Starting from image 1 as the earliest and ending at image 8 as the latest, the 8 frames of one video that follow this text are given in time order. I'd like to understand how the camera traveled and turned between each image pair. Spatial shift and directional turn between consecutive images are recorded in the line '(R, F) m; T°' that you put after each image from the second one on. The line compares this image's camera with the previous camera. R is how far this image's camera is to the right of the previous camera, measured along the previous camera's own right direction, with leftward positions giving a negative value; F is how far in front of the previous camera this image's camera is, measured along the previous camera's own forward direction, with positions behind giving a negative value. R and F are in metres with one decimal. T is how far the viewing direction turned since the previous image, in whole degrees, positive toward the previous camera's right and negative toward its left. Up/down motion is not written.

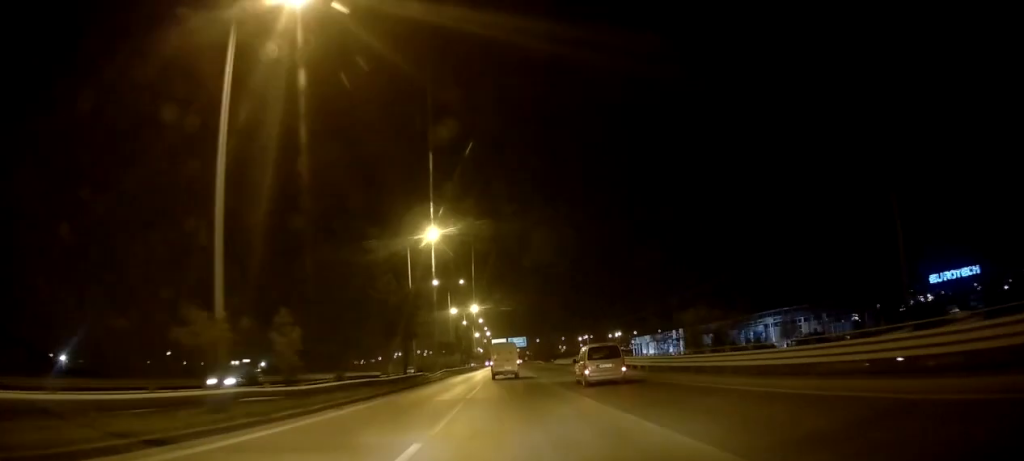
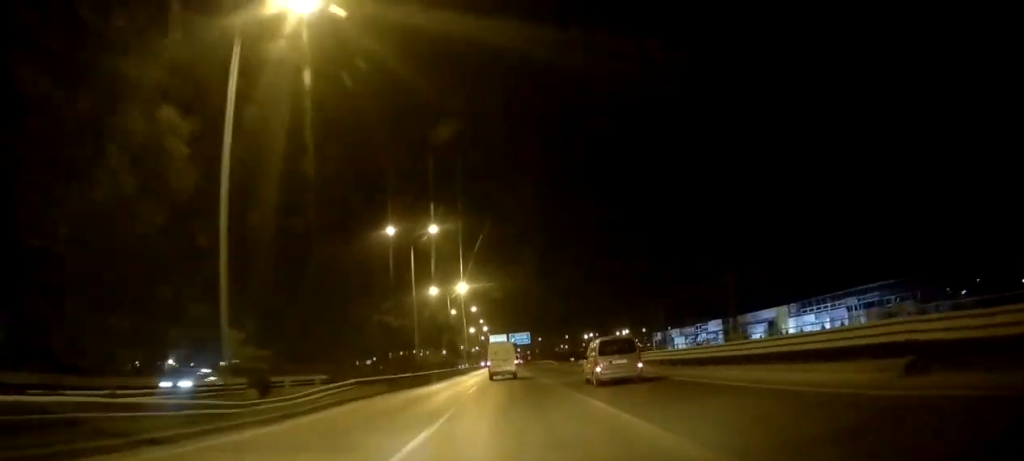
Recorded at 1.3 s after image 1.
(-0.4, +33.4) m; -1°
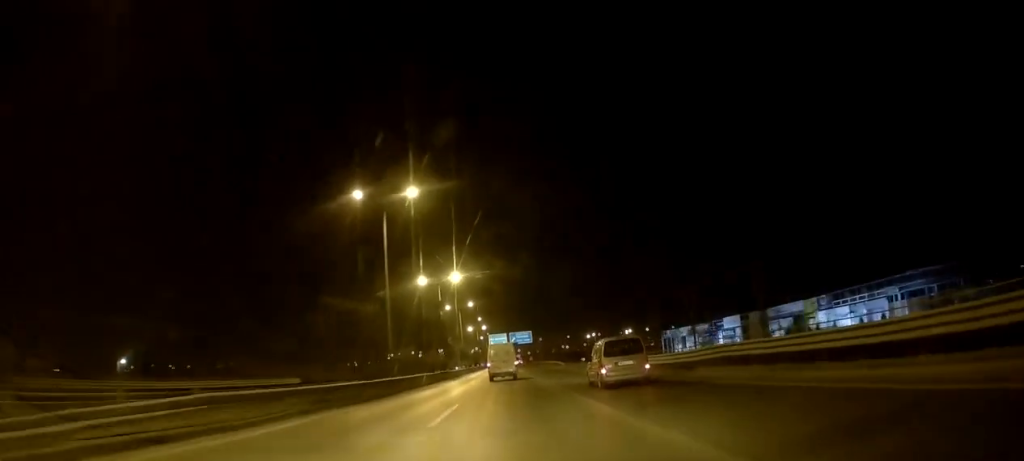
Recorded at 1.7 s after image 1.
(0.0, +11.7) m; 0°
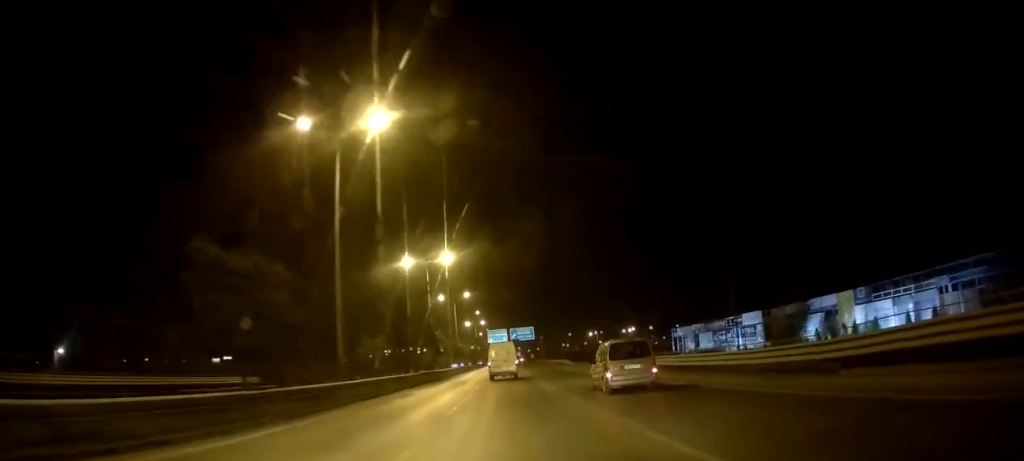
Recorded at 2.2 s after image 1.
(0.0, +12.1) m; 0°
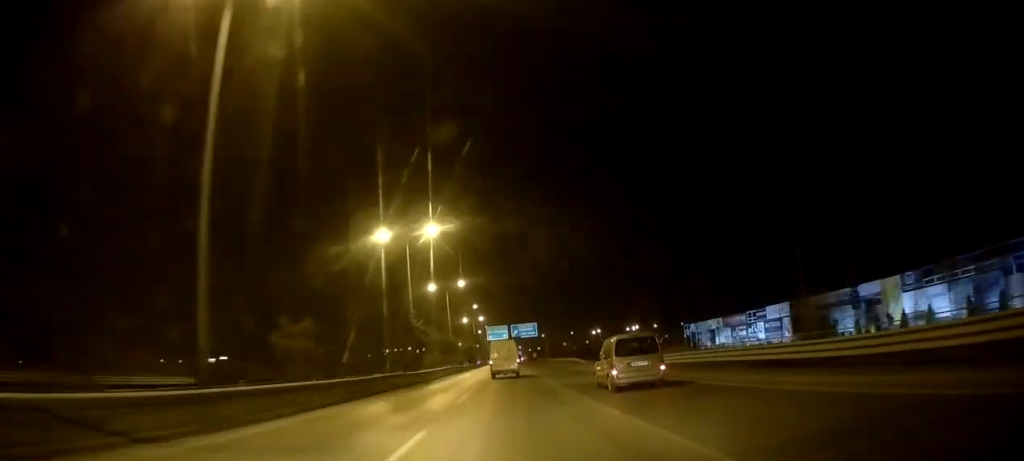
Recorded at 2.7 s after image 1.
(+0.2, +12.8) m; 0°
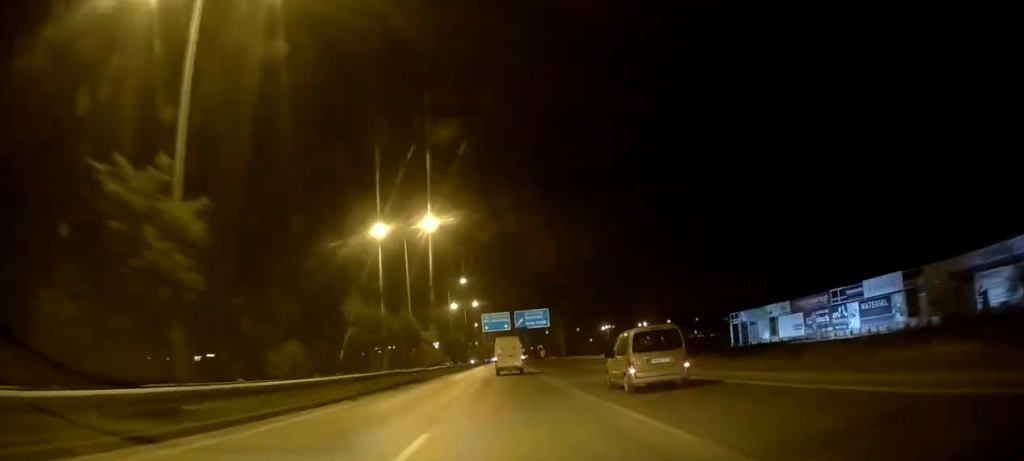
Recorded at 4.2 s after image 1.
(-0.5, +36.7) m; -1°
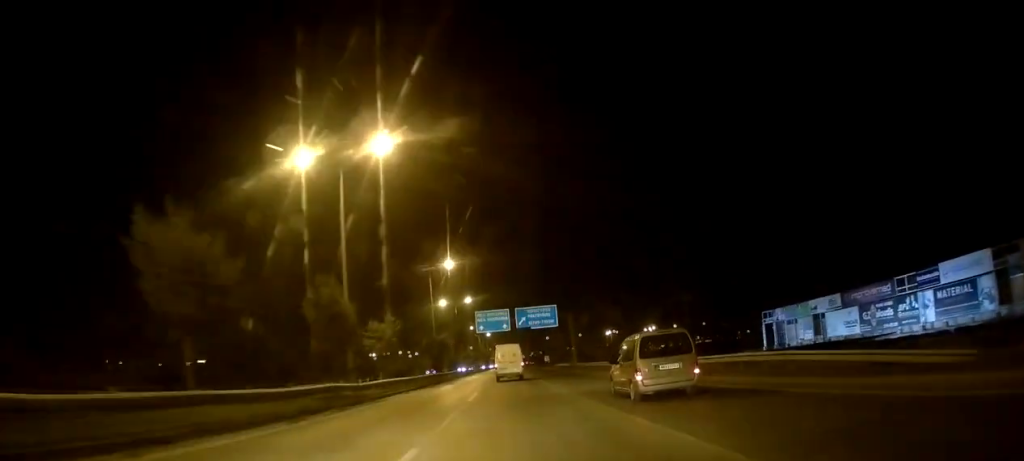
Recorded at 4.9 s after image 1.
(+0.2, +19.1) m; +1°
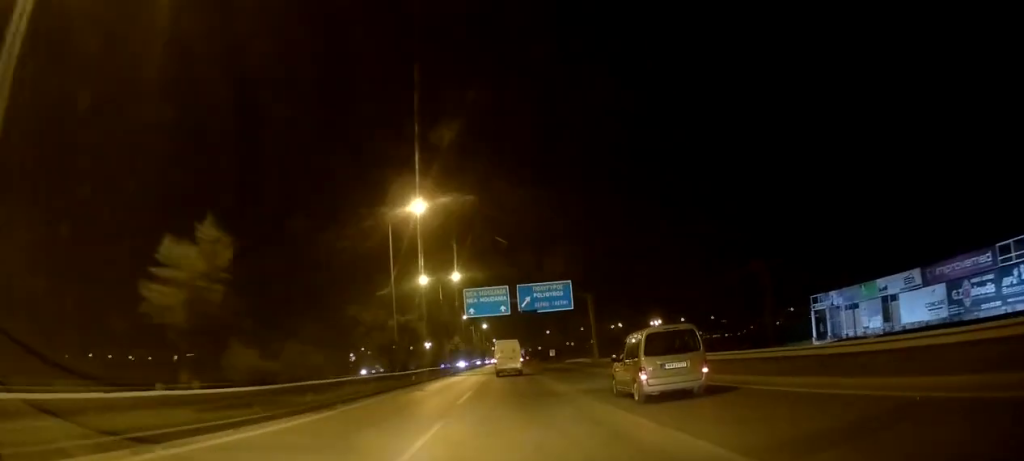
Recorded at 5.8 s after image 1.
(+0.1, +21.7) m; 0°
